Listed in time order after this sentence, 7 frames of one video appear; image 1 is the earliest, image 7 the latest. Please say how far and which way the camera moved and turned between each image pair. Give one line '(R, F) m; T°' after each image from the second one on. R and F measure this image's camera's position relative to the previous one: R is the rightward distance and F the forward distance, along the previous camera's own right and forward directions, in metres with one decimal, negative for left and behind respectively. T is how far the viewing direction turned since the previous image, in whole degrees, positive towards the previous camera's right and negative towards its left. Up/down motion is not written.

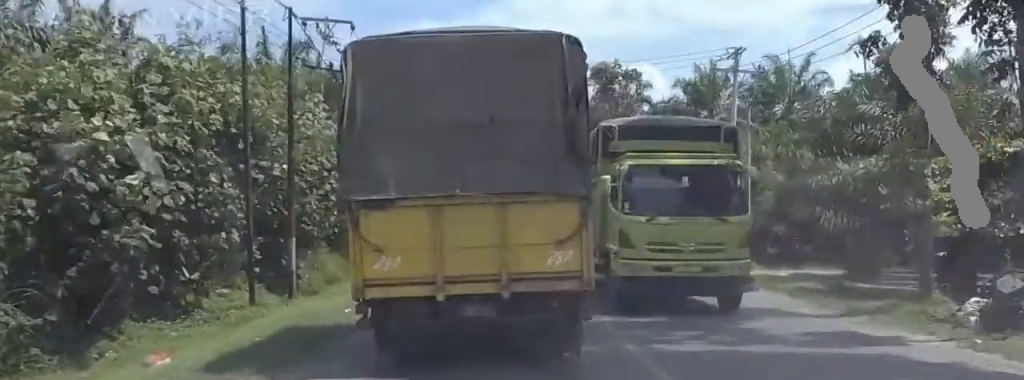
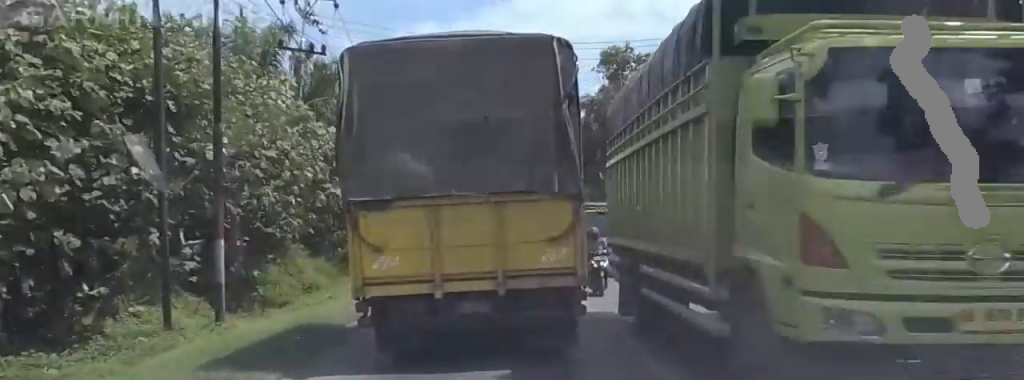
(0.0, +5.1) m; 0°
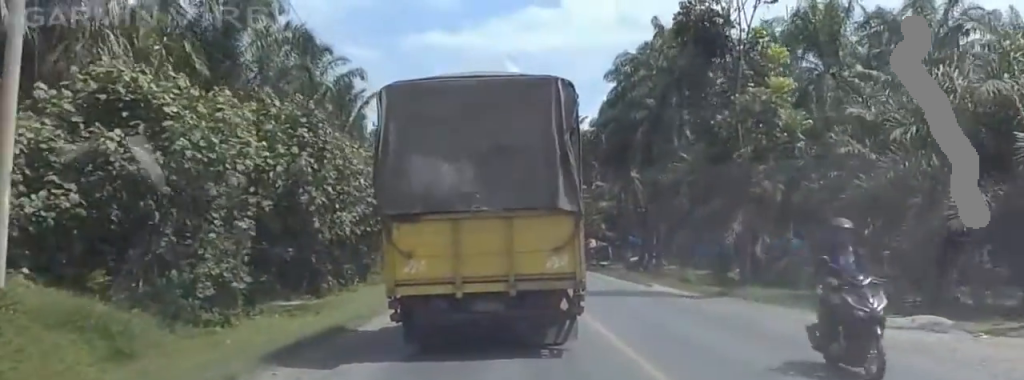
(+0.7, +25.2) m; +4°
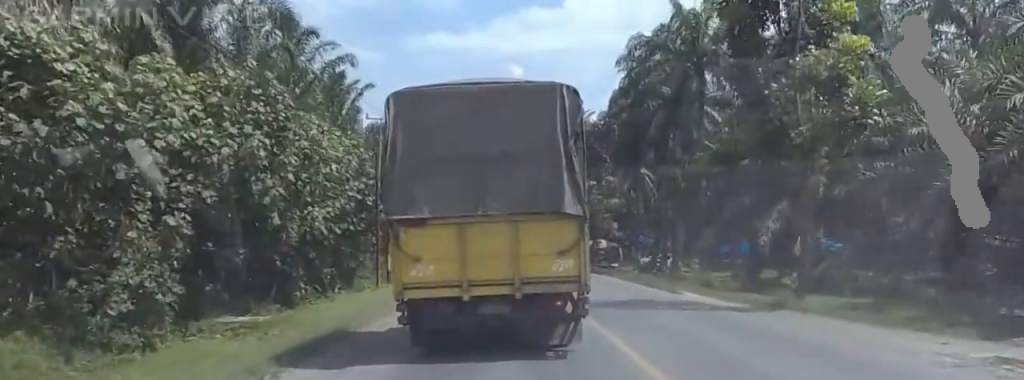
(0.0, +5.7) m; 0°
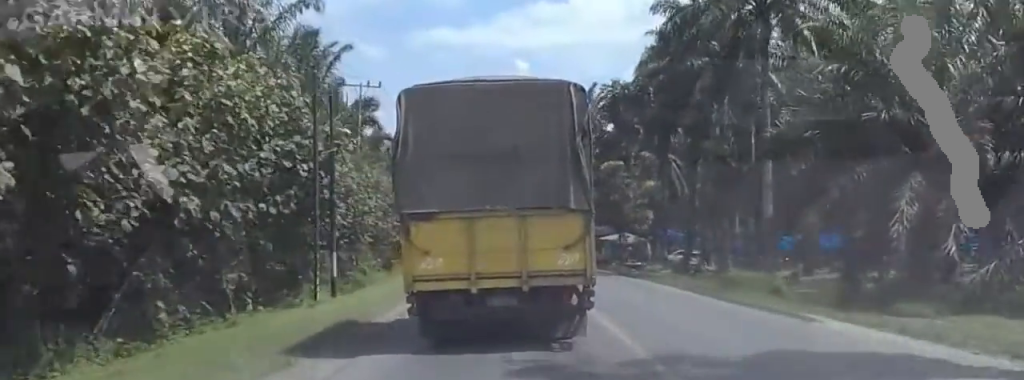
(0.0, +13.2) m; 0°
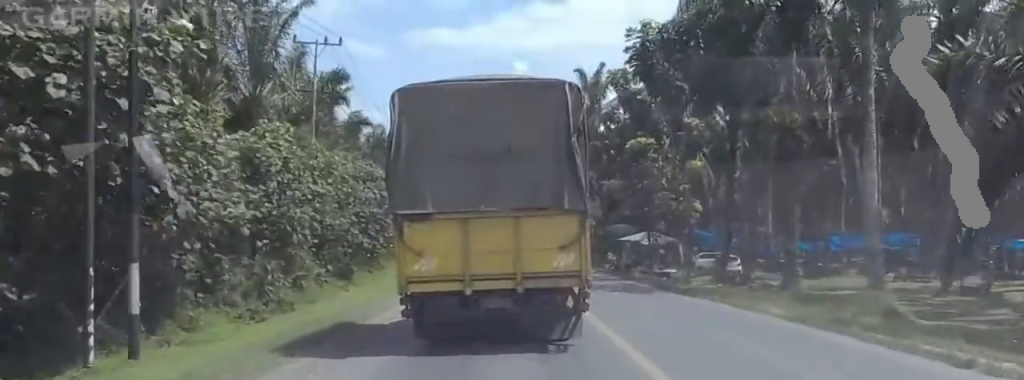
(0.0, +12.9) m; 0°
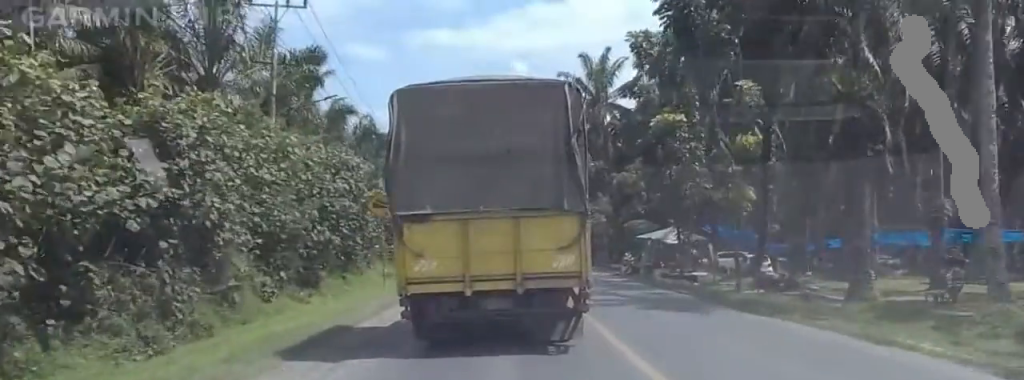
(0.0, +7.7) m; -2°
